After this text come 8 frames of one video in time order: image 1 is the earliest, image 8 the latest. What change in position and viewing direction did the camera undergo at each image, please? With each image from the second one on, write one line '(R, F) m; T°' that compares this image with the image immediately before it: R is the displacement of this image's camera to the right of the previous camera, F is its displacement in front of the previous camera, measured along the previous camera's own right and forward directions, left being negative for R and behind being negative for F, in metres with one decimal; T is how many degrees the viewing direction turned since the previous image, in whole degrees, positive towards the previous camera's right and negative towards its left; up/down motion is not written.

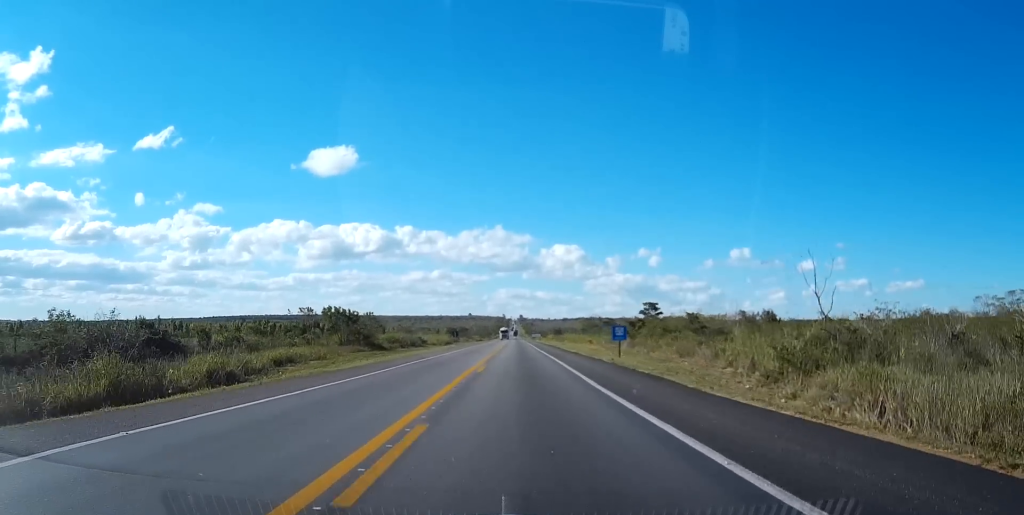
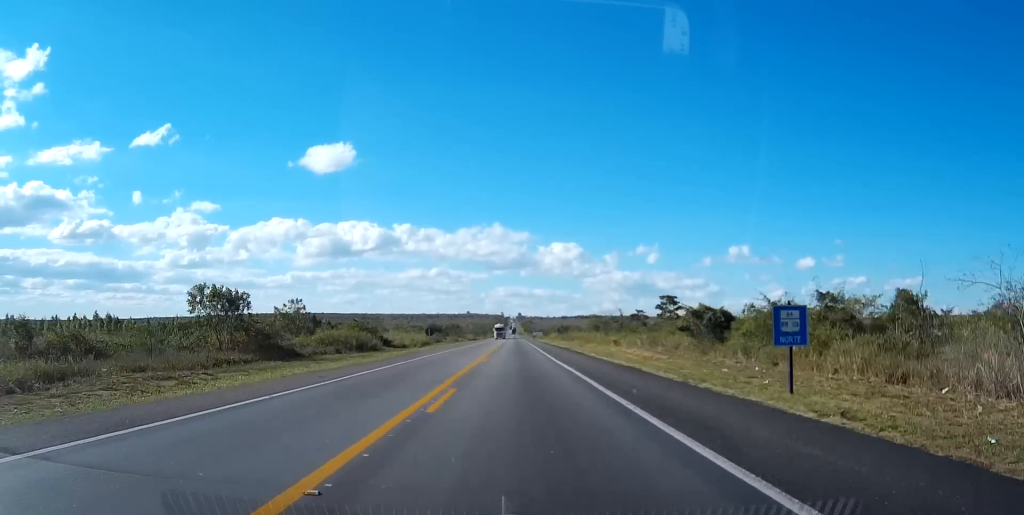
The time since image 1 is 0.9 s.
(+0.1, +32.1) m; 0°
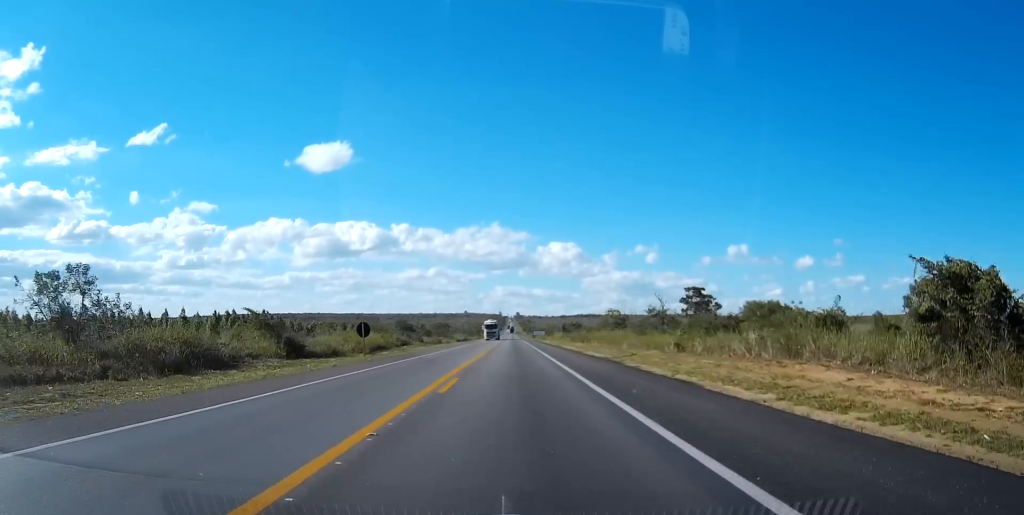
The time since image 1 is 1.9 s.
(0.0, +34.8) m; 0°
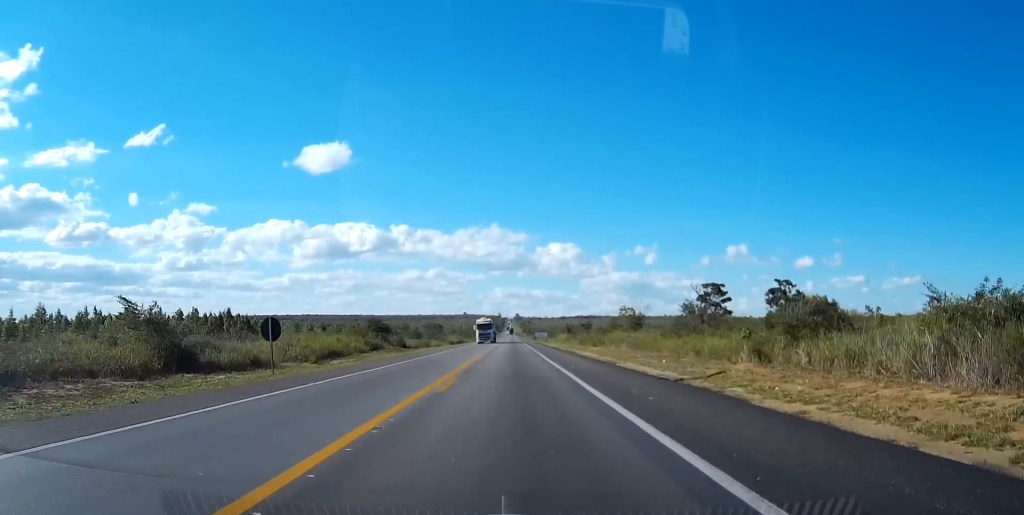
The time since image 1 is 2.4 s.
(0.0, +18.1) m; 0°
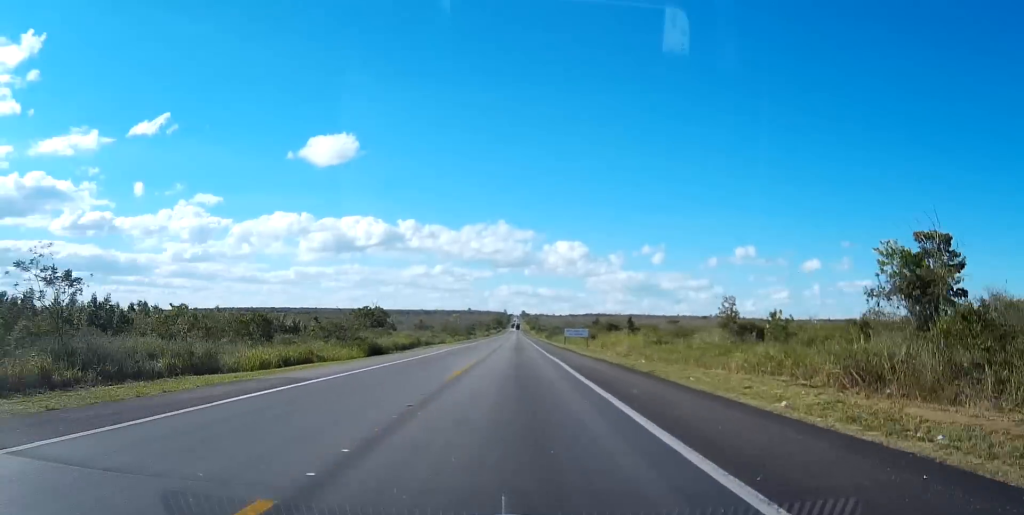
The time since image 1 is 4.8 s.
(-0.2, +91.9) m; 0°
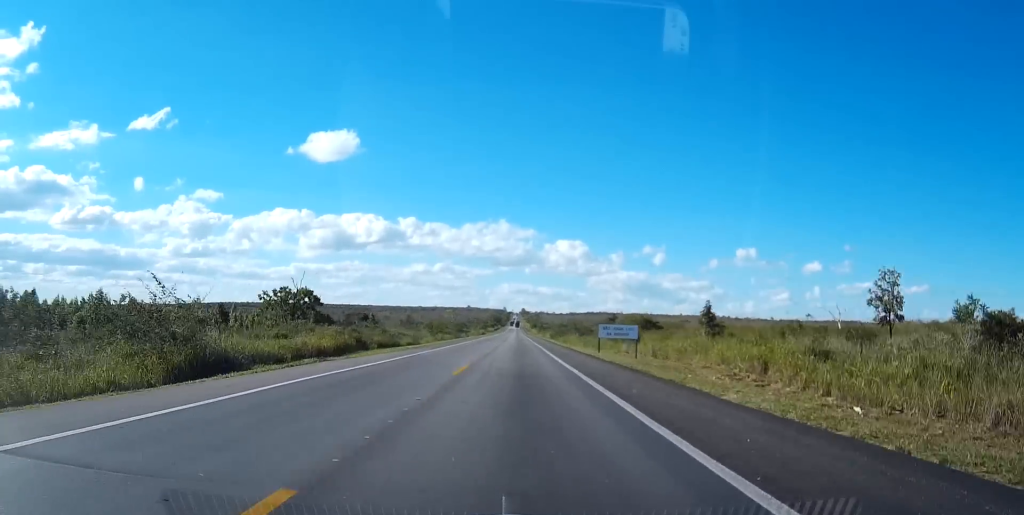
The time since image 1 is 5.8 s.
(-0.1, +37.9) m; 0°
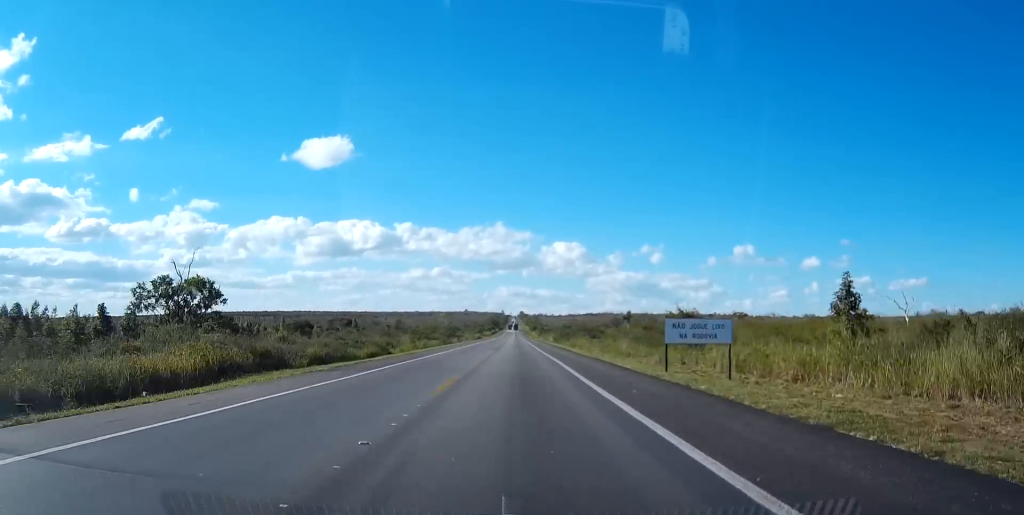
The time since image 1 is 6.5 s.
(0.0, +24.3) m; 0°
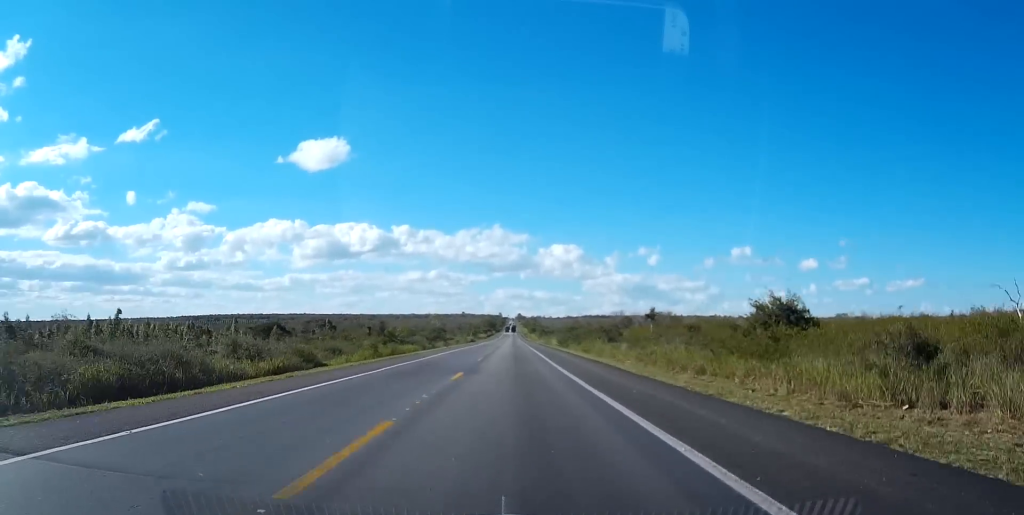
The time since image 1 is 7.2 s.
(+0.1, +28.7) m; 0°
